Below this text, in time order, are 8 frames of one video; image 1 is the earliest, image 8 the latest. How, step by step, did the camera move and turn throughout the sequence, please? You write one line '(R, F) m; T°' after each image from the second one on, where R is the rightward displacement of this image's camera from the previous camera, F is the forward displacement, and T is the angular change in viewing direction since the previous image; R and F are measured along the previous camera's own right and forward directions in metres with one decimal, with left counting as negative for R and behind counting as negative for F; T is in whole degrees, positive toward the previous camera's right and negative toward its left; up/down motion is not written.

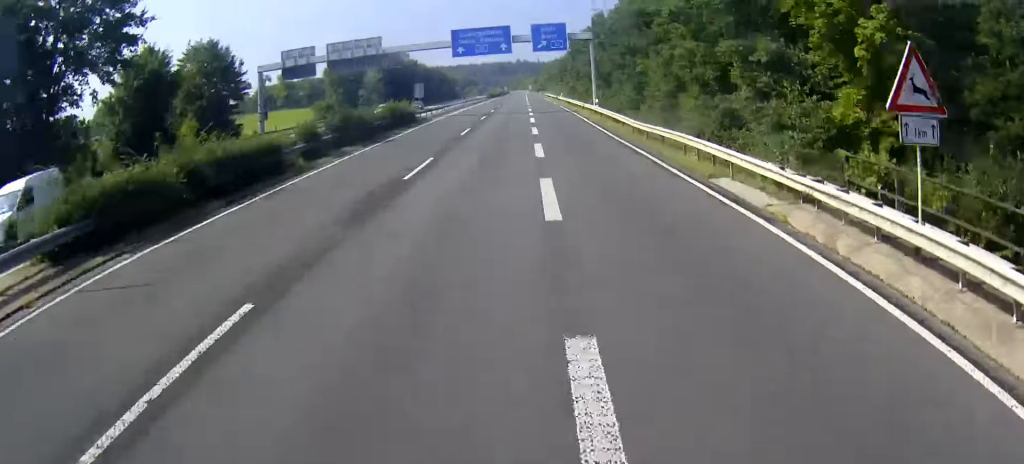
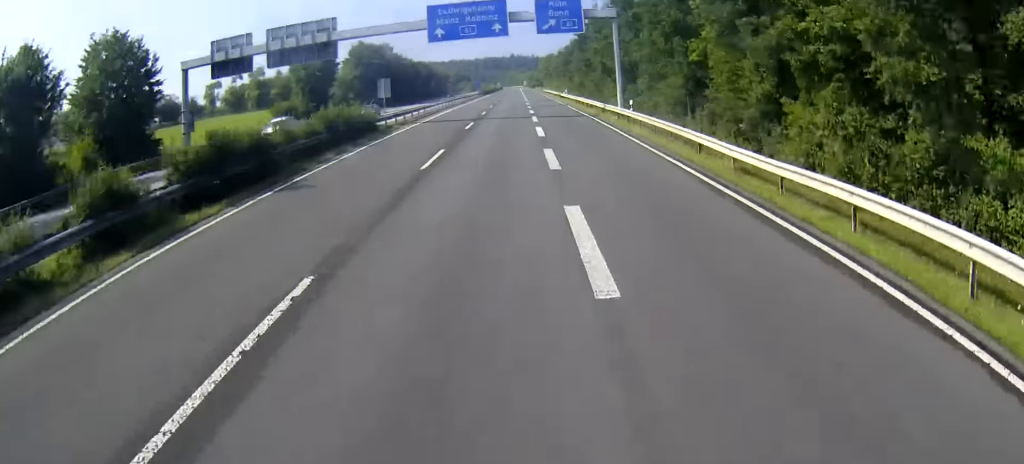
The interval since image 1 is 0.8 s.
(0.0, +14.9) m; 0°
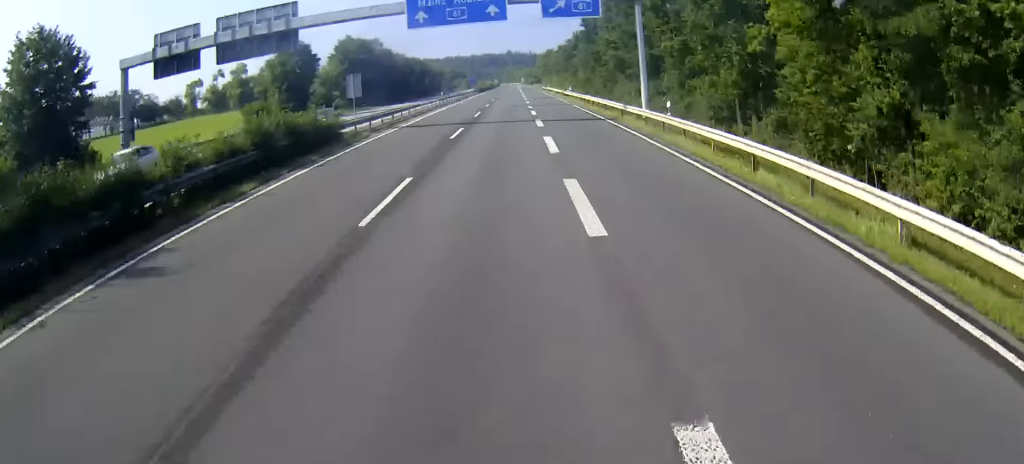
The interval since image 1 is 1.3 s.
(0.0, +7.9) m; 0°
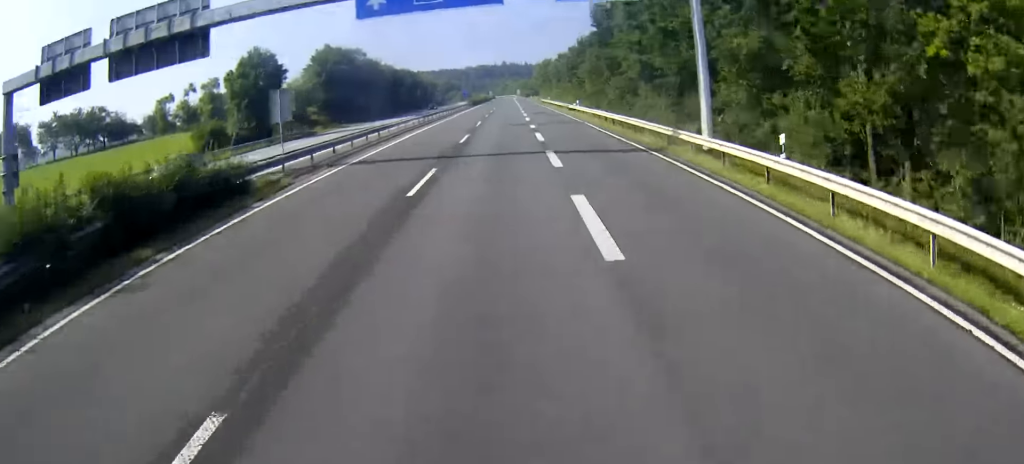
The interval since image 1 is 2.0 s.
(0.0, +11.3) m; 0°
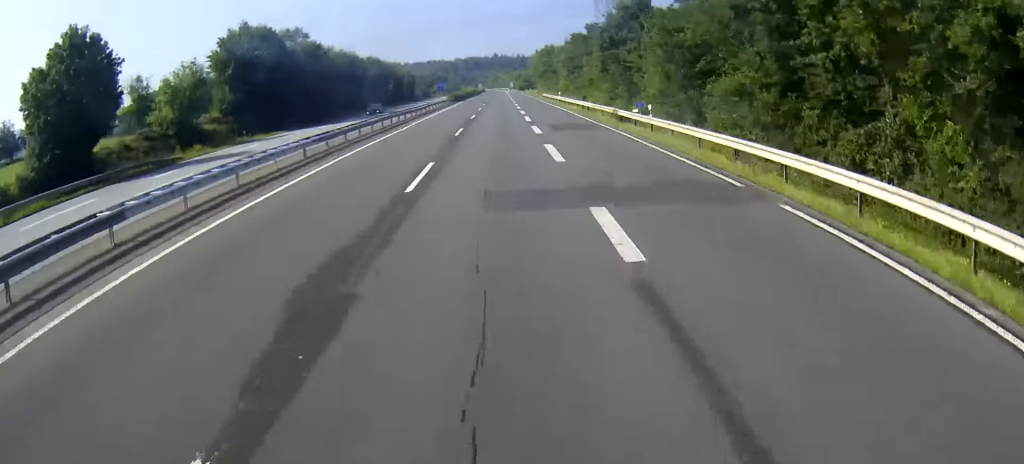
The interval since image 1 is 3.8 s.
(+0.1, +37.3) m; 0°
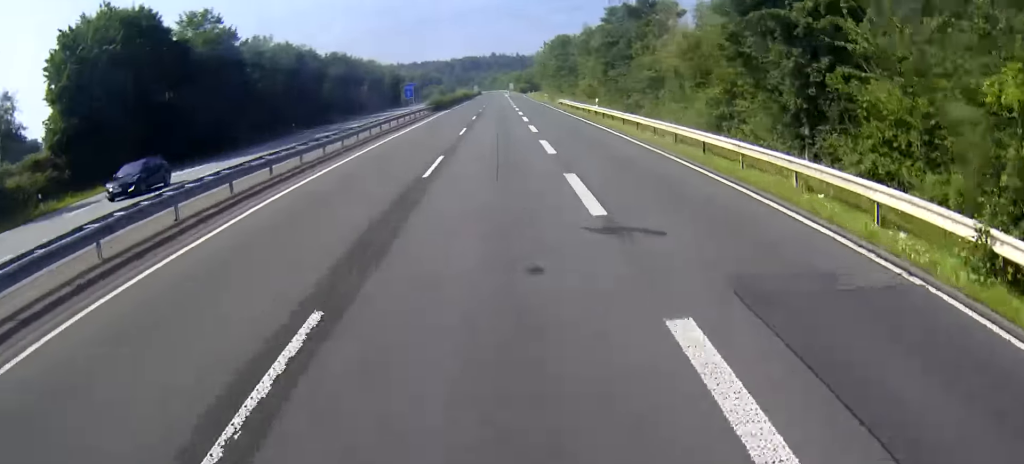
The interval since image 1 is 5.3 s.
(+0.2, +32.9) m; 0°
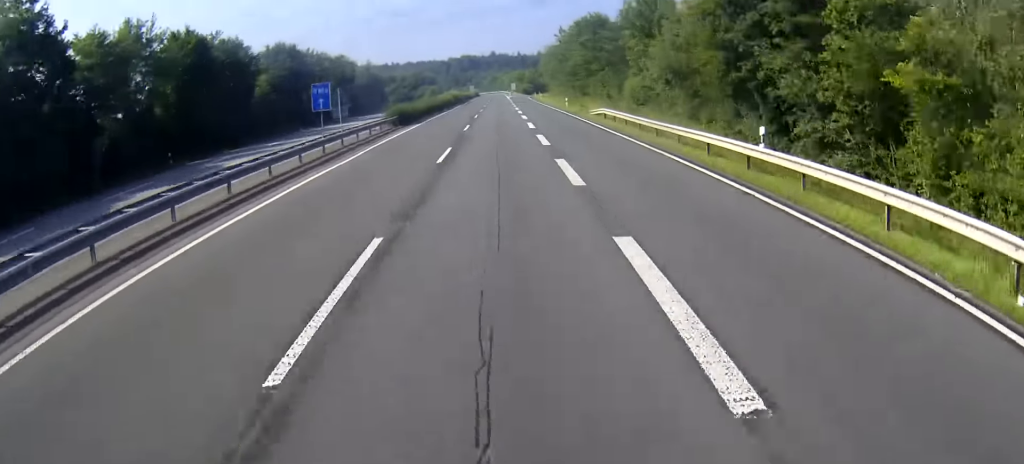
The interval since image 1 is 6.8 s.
(0.0, +32.3) m; 0°
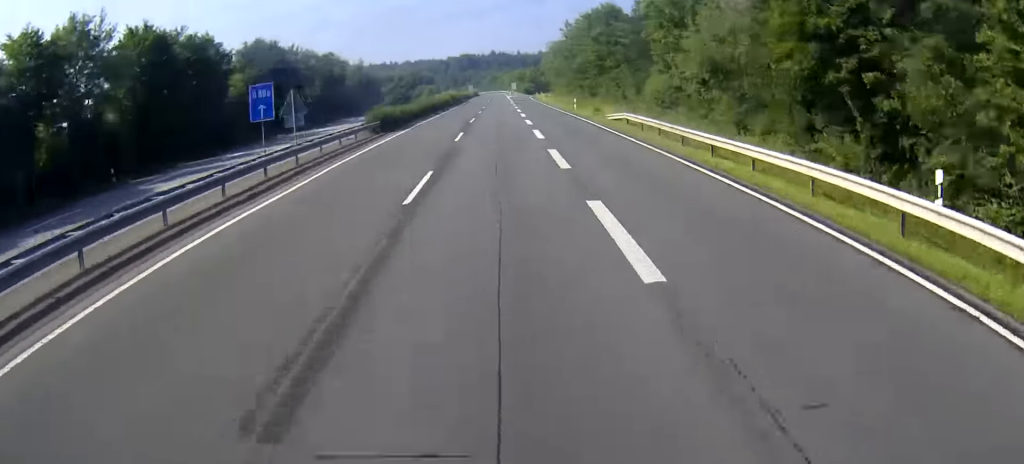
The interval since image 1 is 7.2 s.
(0.0, +8.5) m; 0°
